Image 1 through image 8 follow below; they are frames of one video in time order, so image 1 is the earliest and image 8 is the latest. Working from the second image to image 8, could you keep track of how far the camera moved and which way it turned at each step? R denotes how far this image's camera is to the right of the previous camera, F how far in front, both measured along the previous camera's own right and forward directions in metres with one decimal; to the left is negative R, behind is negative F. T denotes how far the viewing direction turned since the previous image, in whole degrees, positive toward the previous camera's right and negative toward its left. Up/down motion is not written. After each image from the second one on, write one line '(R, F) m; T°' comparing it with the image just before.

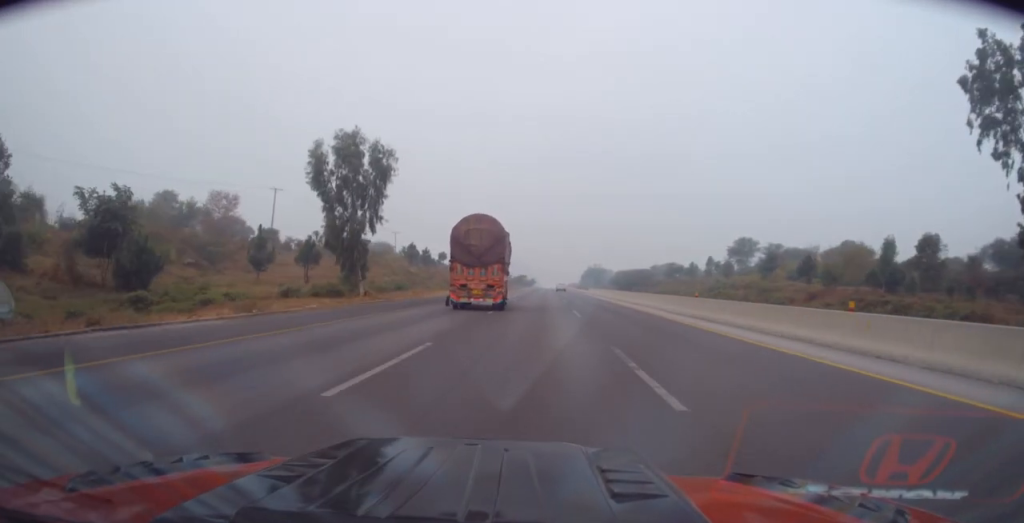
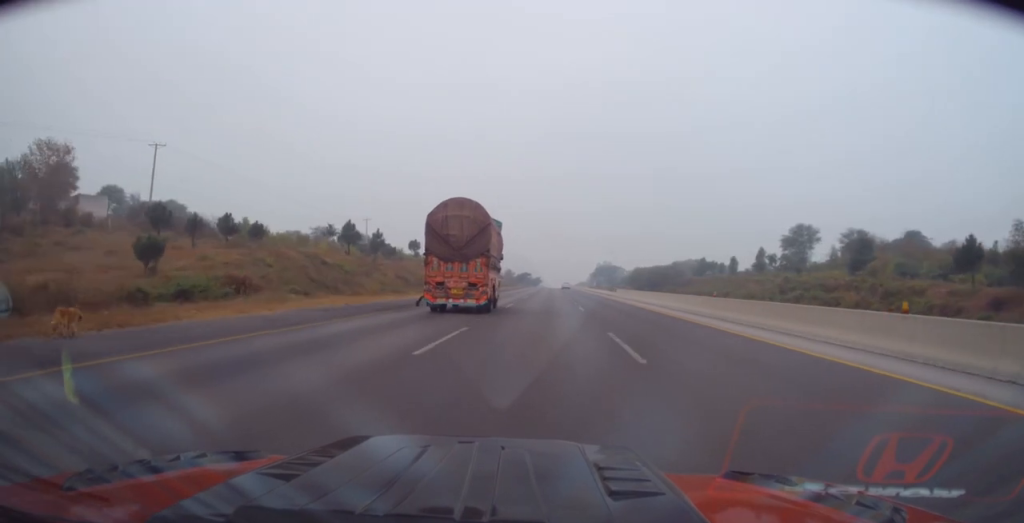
(+0.5, +32.4) m; +1°
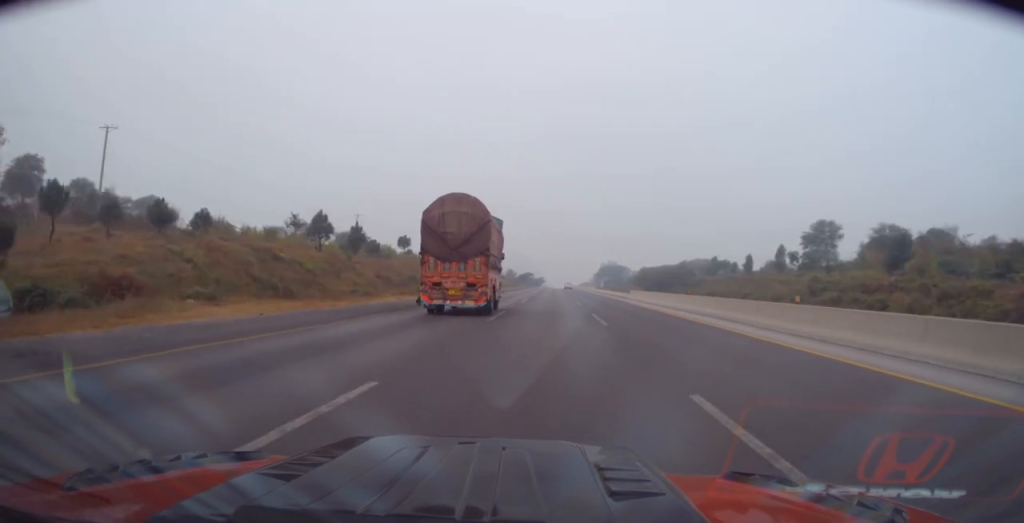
(-0.2, +8.8) m; -1°
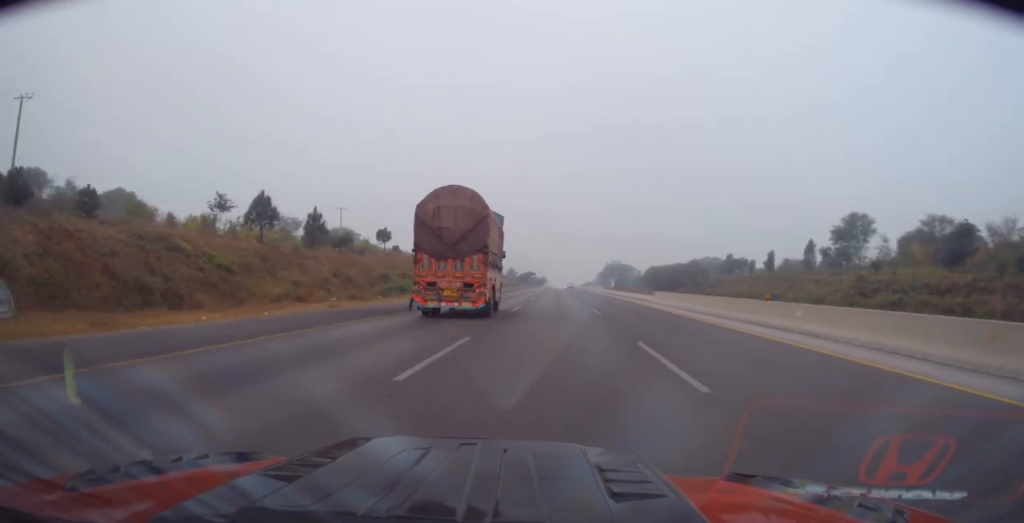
(-0.2, +11.8) m; -1°
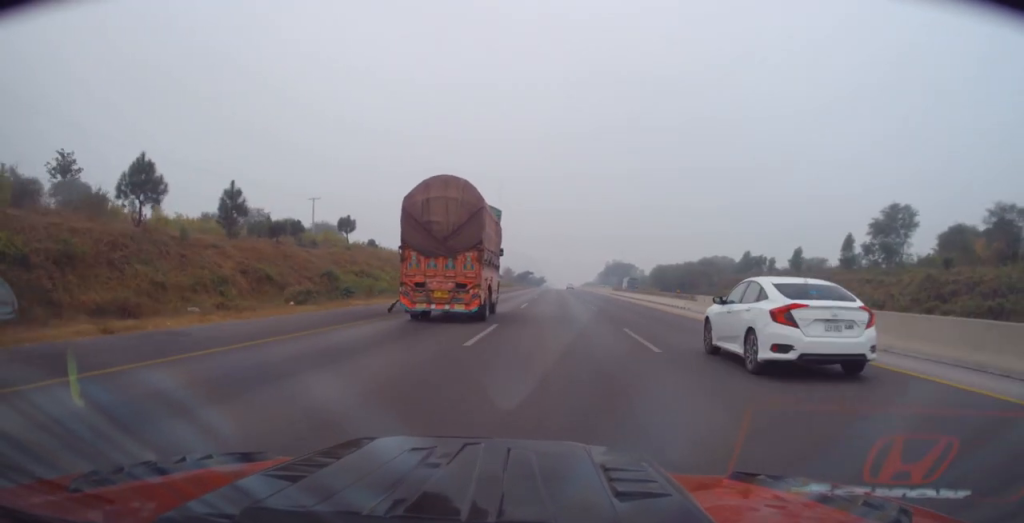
(-0.2, +13.6) m; 0°
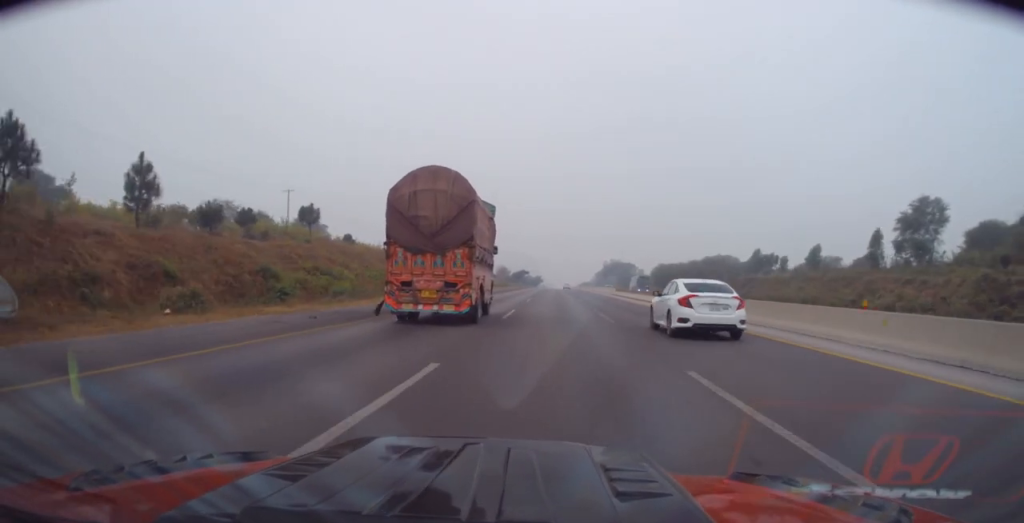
(+0.2, +8.9) m; +1°
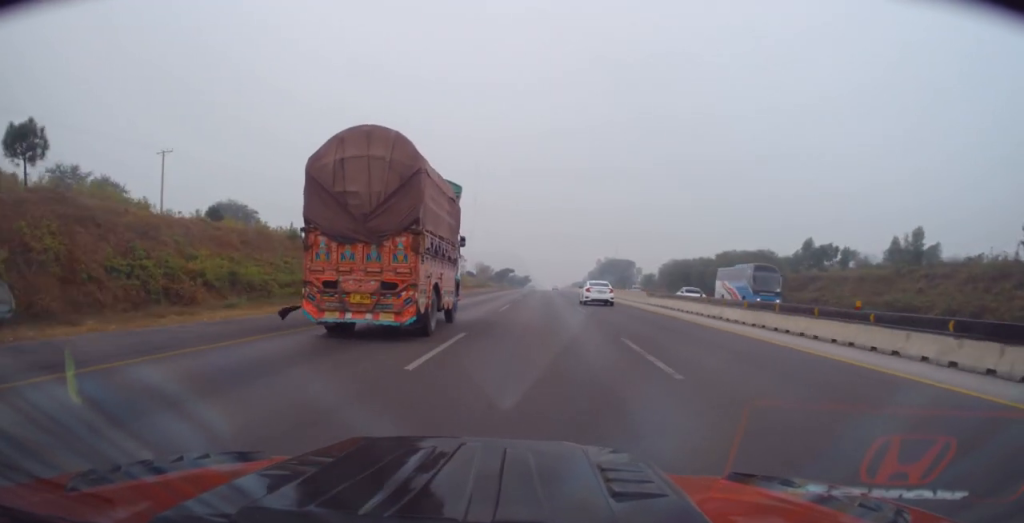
(+0.5, +30.7) m; +2°
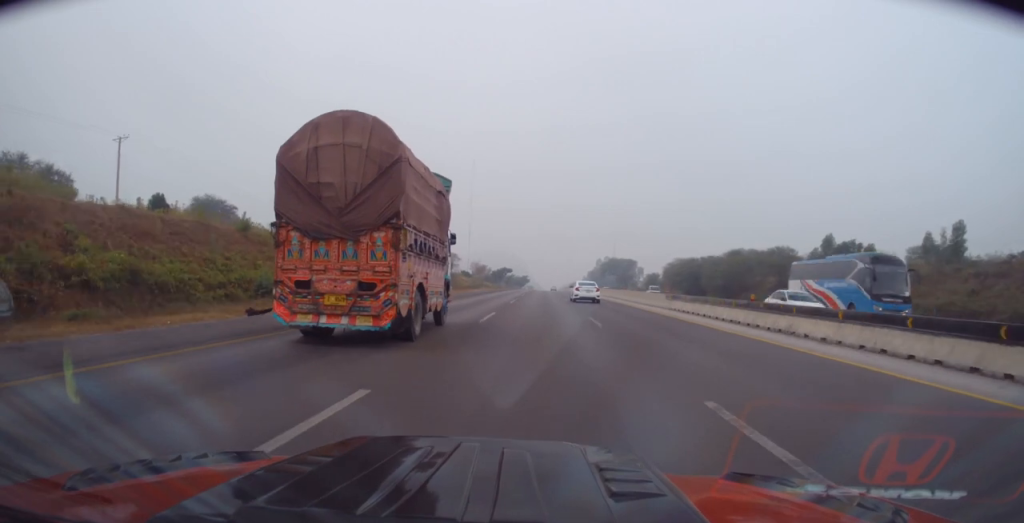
(+0.2, +7.7) m; 0°
